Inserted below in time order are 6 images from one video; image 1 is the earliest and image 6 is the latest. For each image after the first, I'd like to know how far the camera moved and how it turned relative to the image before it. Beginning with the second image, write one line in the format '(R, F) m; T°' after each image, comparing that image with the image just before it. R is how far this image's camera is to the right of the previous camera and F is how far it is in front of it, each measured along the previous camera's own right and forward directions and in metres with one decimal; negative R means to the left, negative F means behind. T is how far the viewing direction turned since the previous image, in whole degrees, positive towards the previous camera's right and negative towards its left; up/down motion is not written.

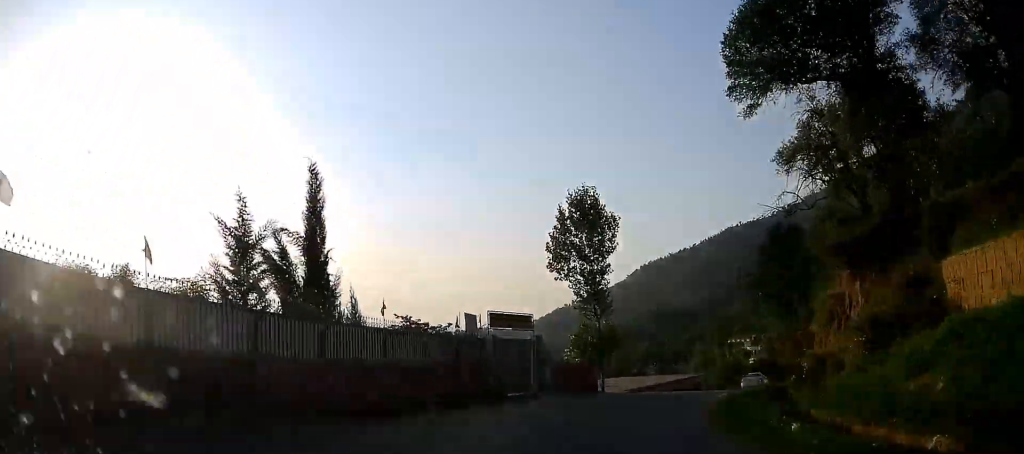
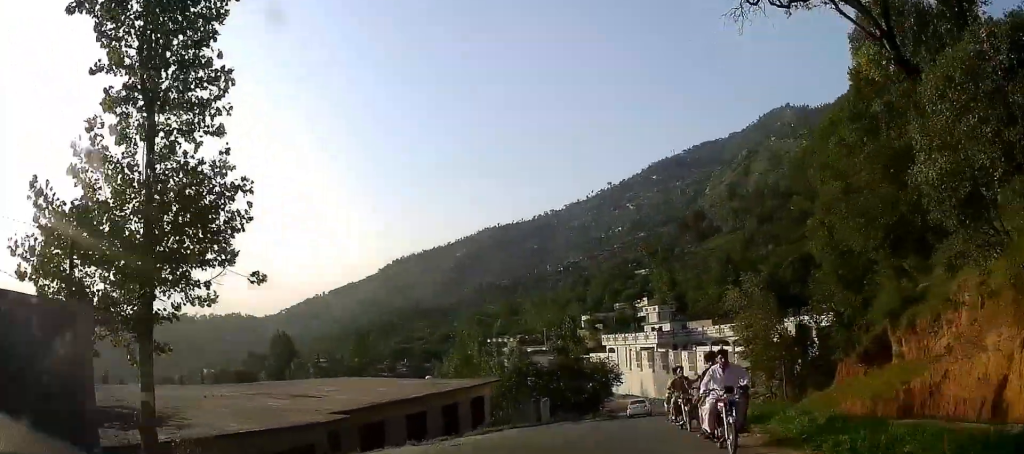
(+1.8, +24.5) m; +13°
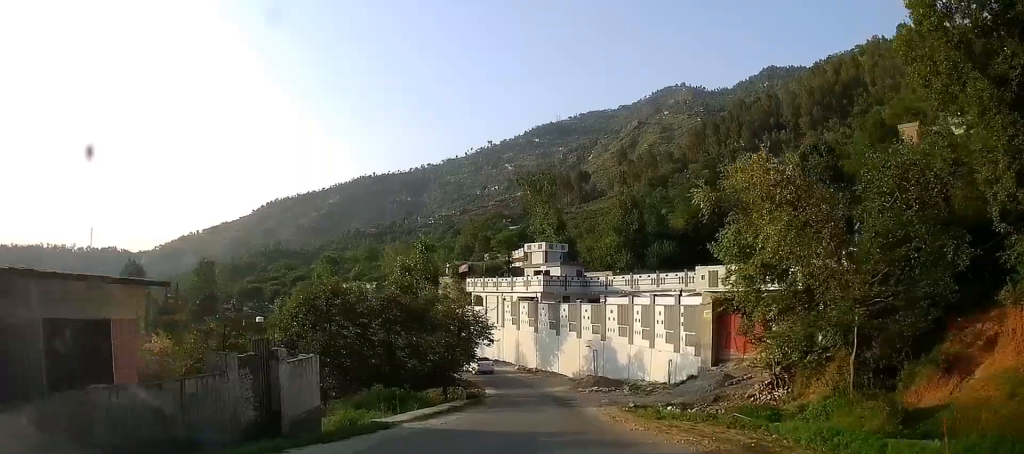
(+3.8, +22.0) m; +12°
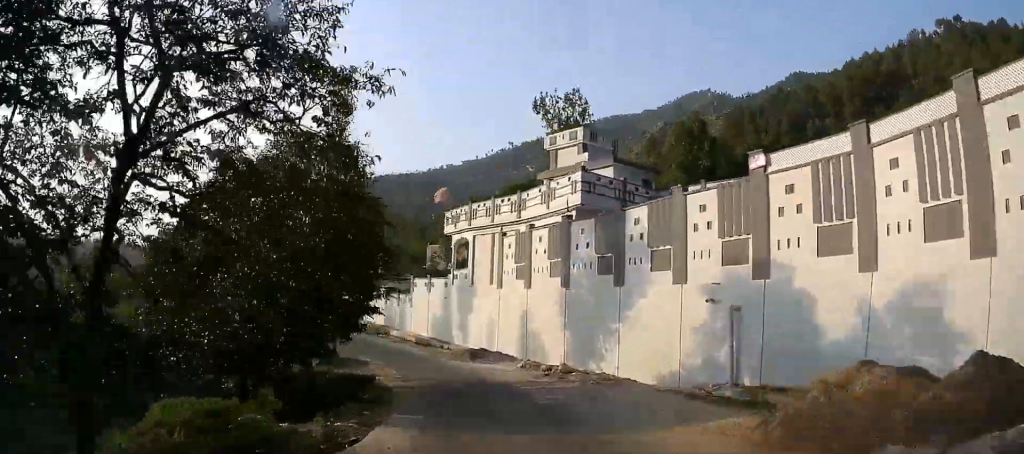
(+1.4, +26.5) m; +9°
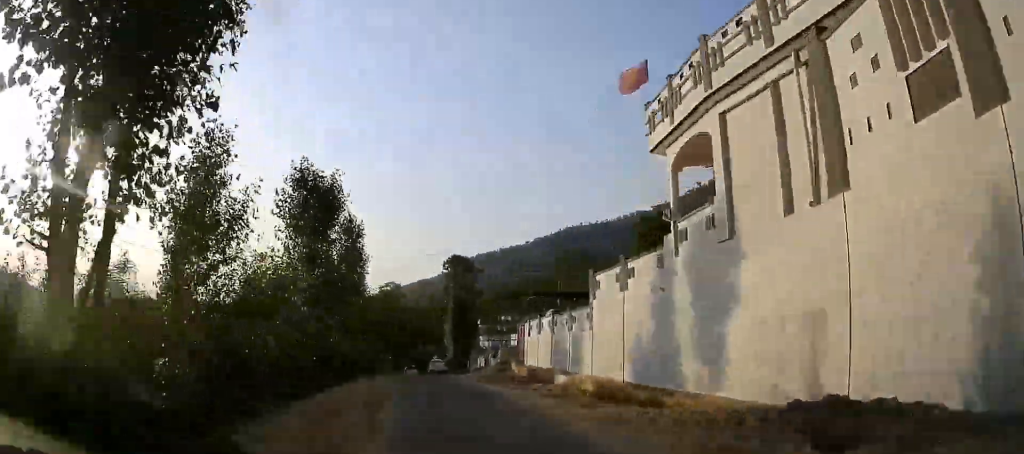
(+0.5, +21.7) m; -11°
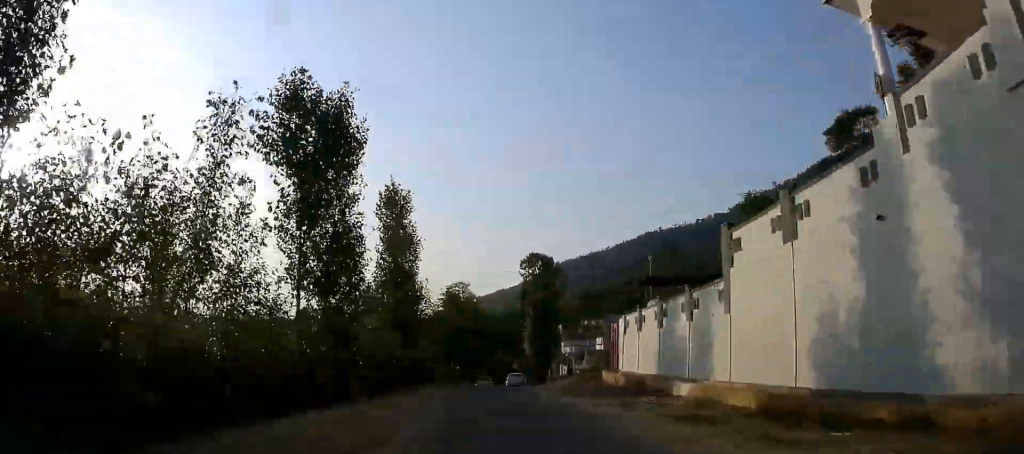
(-0.4, +8.0) m; -9°
